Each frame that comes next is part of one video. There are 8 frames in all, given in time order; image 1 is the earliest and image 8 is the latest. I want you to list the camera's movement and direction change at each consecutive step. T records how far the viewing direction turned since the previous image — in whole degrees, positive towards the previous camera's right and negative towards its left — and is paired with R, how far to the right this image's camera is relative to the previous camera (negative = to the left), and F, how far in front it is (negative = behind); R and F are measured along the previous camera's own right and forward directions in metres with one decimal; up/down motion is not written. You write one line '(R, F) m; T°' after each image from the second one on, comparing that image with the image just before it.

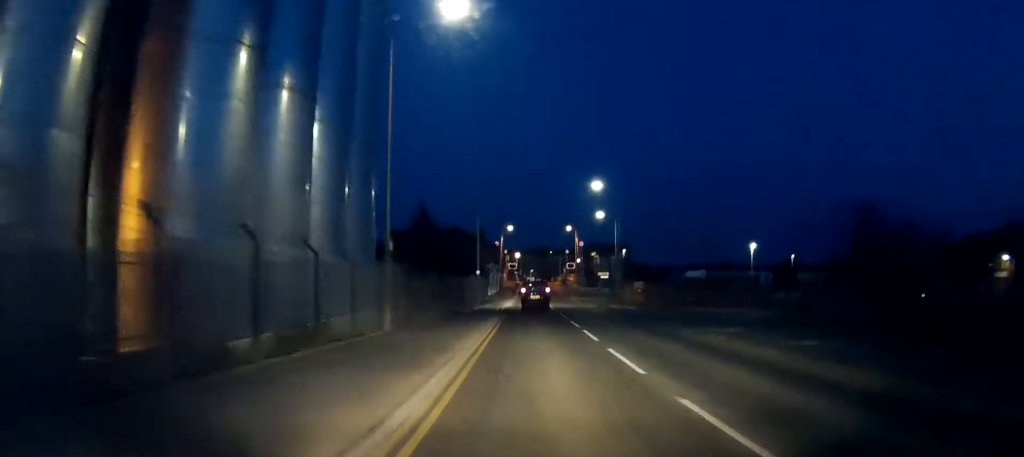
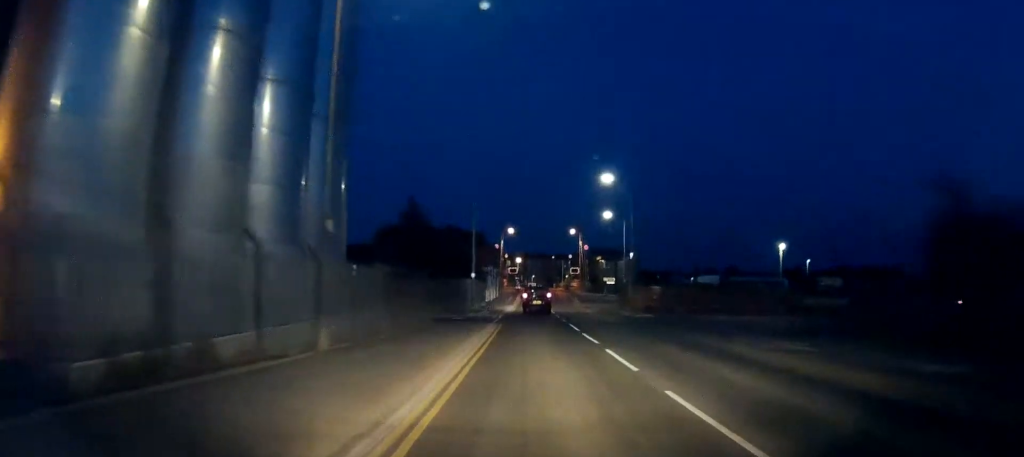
(0.0, +5.7) m; 0°
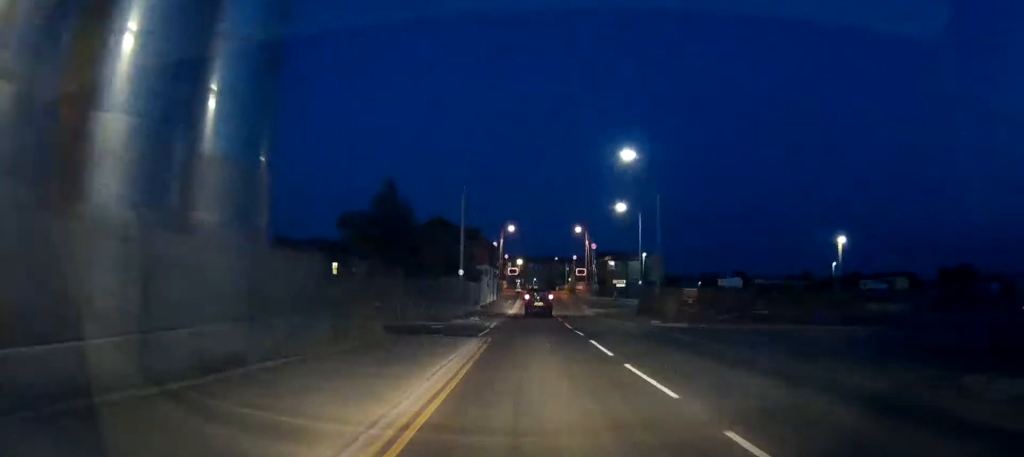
(-0.1, +9.0) m; 0°
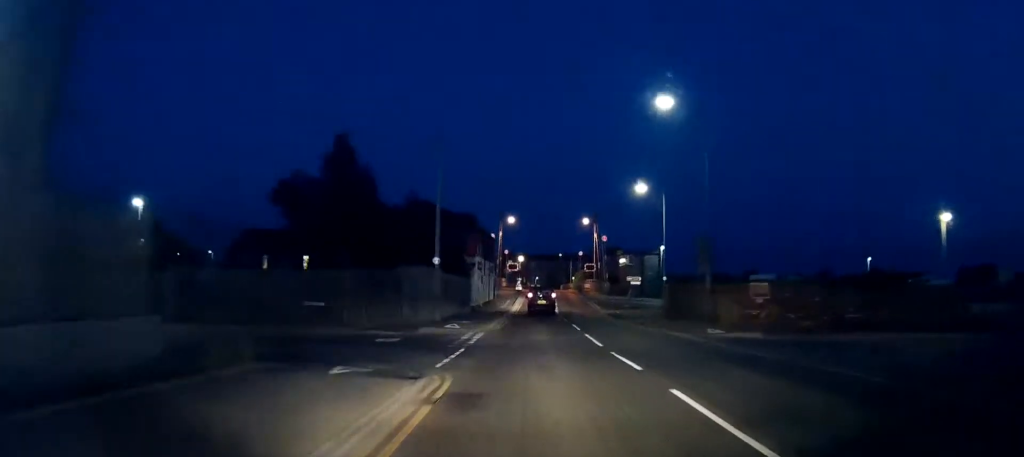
(0.0, +10.6) m; +1°
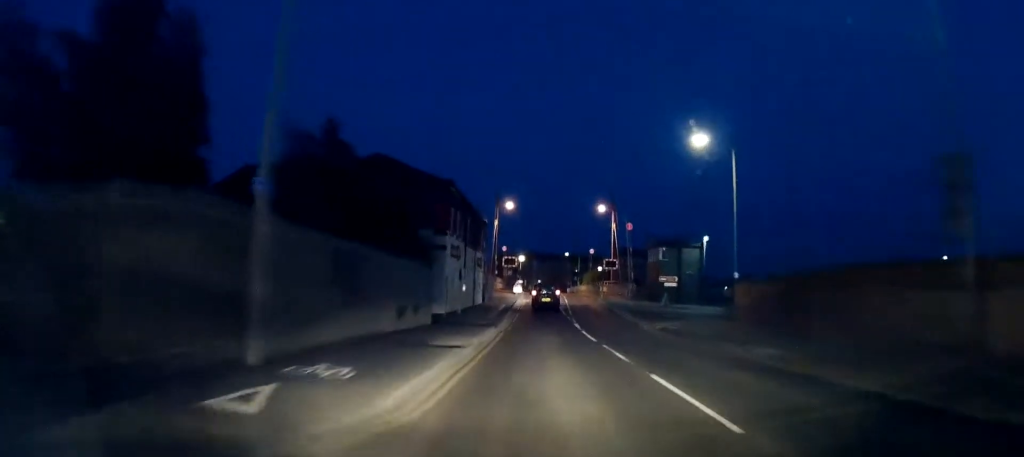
(+0.1, +18.1) m; 0°
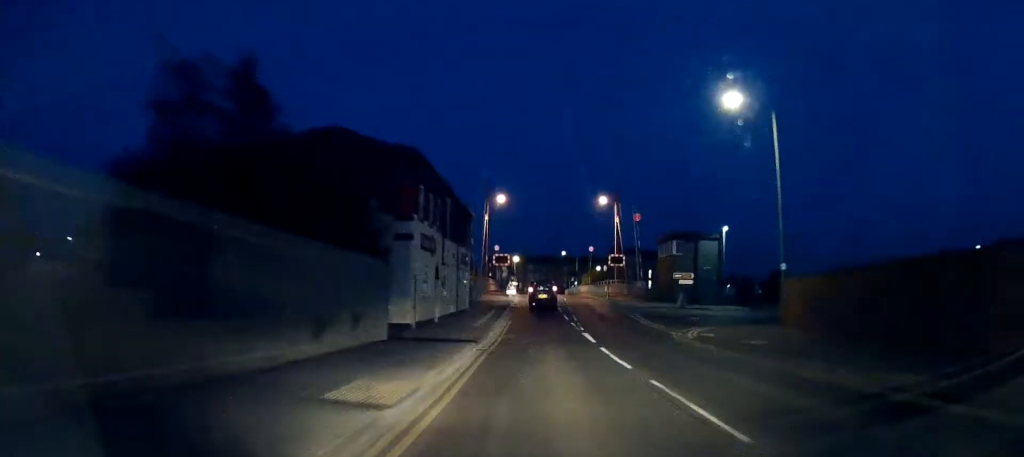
(-0.1, +7.4) m; 0°
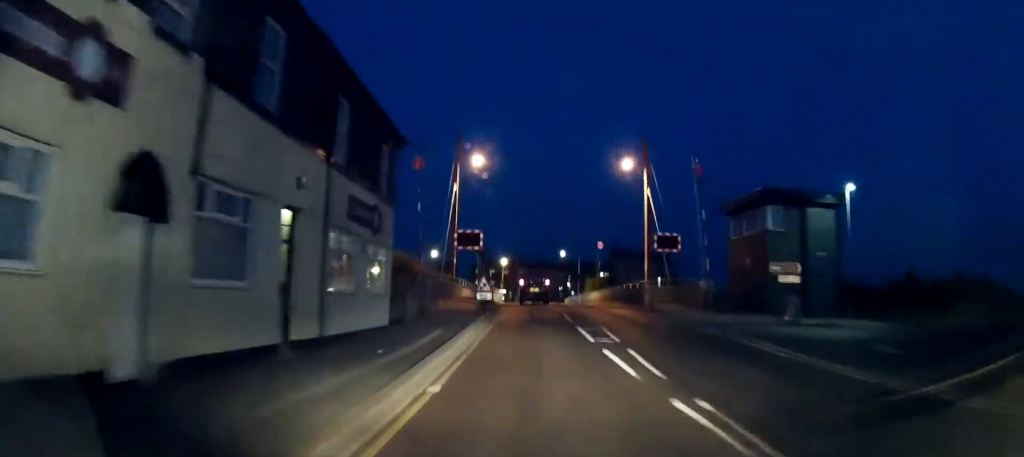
(+0.1, +22.5) m; 0°
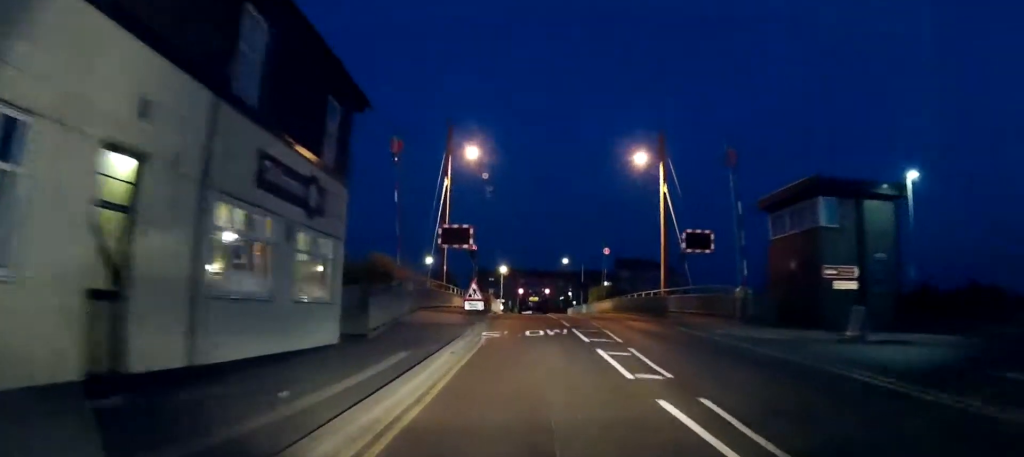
(0.0, +5.8) m; 0°
